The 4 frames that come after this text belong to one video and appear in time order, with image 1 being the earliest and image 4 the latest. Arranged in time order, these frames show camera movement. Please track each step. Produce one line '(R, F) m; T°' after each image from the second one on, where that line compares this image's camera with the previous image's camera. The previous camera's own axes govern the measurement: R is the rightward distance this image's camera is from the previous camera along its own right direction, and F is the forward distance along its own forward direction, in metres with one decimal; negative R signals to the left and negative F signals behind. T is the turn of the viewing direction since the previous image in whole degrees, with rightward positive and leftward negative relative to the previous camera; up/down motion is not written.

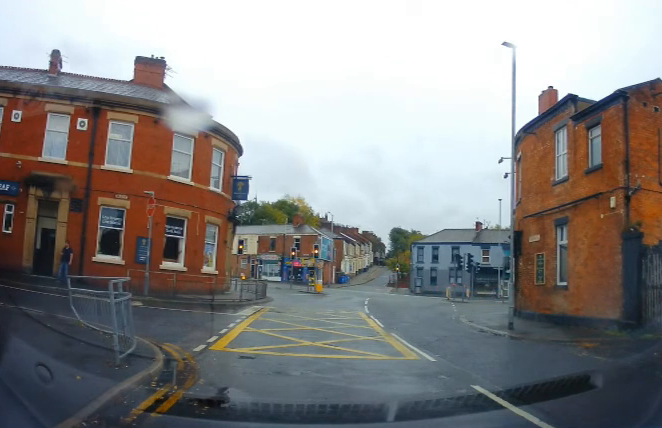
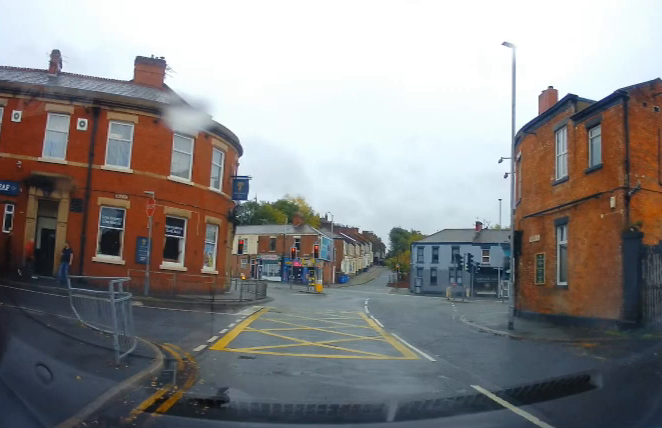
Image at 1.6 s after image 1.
(0.0, +0.2) m; 0°
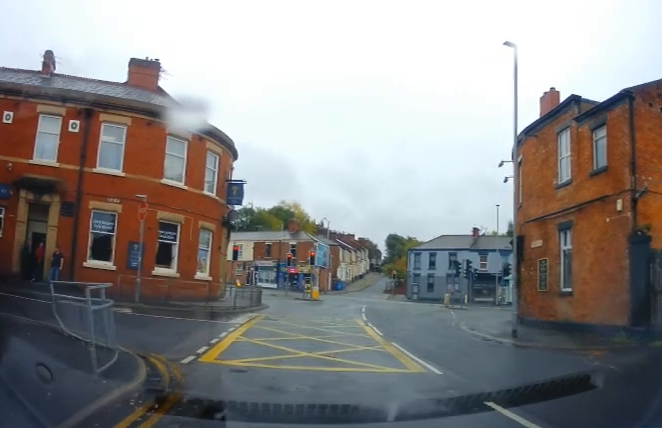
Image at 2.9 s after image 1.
(+0.2, +0.9) m; +4°
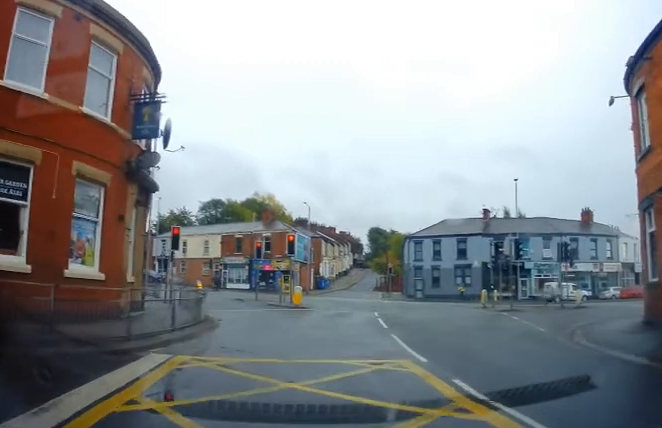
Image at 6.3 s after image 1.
(-1.0, +11.5) m; -8°
